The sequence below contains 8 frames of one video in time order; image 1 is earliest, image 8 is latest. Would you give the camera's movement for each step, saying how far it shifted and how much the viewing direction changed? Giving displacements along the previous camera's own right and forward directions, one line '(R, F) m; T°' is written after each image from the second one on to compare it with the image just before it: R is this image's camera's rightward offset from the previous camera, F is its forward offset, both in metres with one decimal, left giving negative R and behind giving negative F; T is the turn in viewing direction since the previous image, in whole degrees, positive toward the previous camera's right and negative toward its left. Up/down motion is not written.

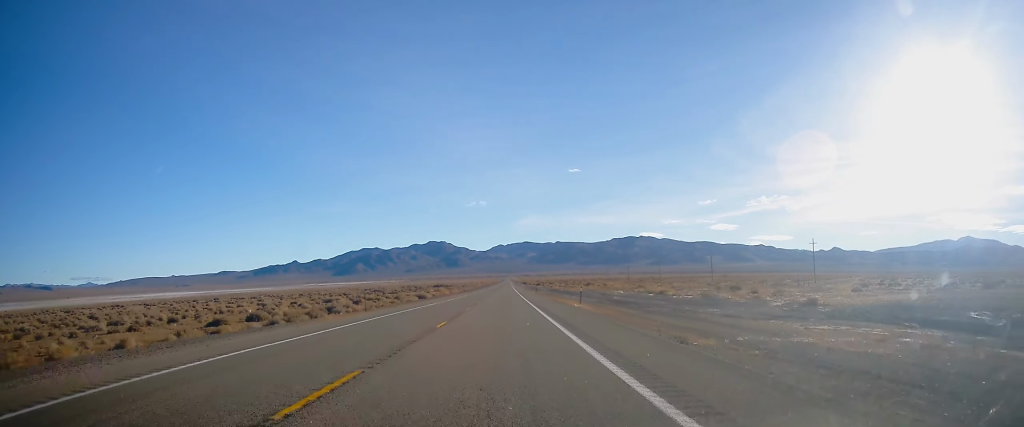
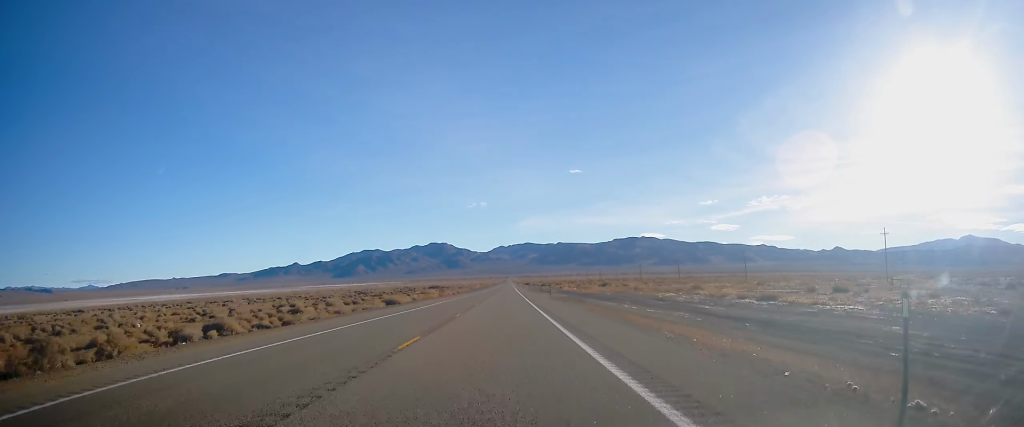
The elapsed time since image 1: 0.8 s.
(0.0, +30.6) m; -1°
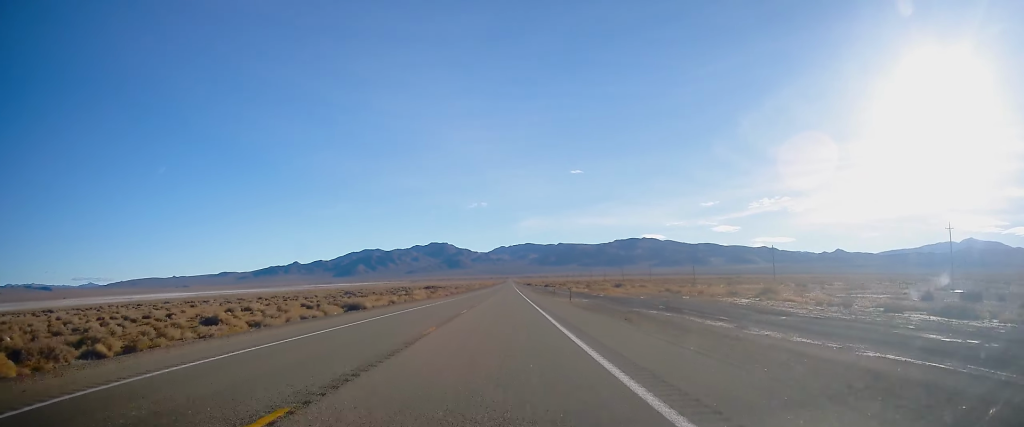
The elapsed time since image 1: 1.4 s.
(-0.2, +20.8) m; 0°
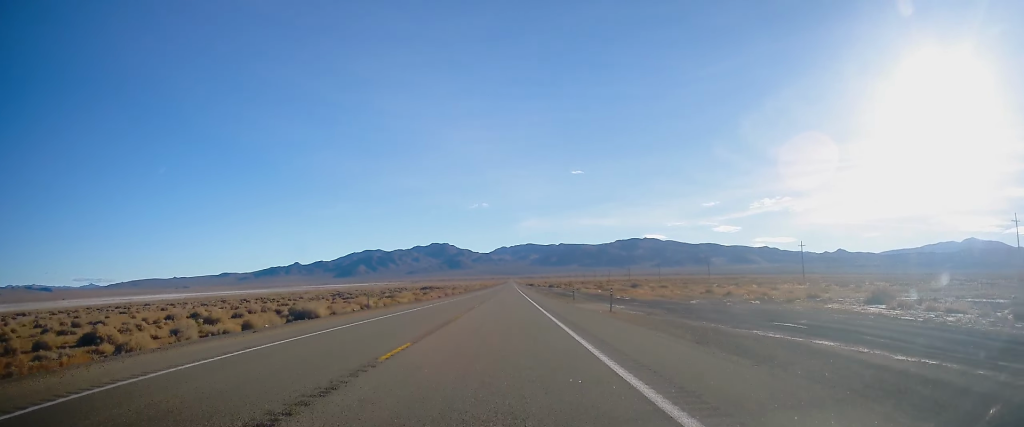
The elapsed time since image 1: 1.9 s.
(0.0, +17.2) m; 0°
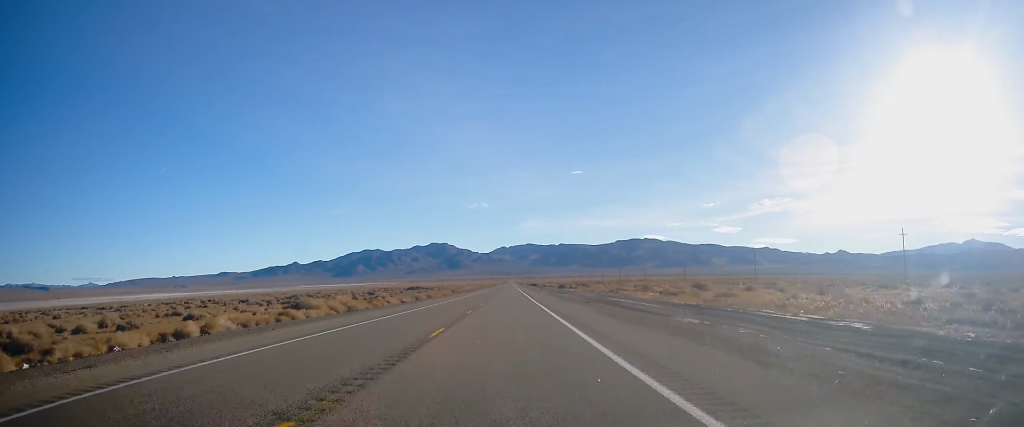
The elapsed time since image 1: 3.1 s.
(0.0, +44.1) m; 0°
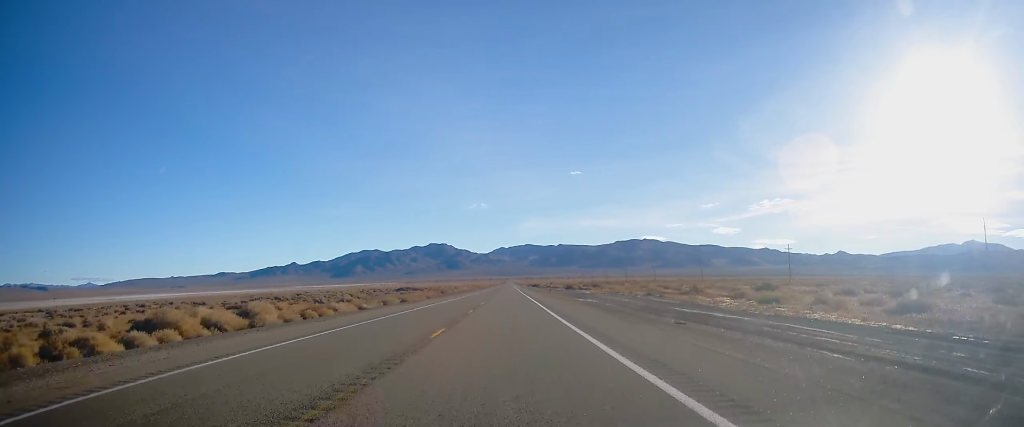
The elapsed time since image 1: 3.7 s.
(-0.1, +24.4) m; 0°
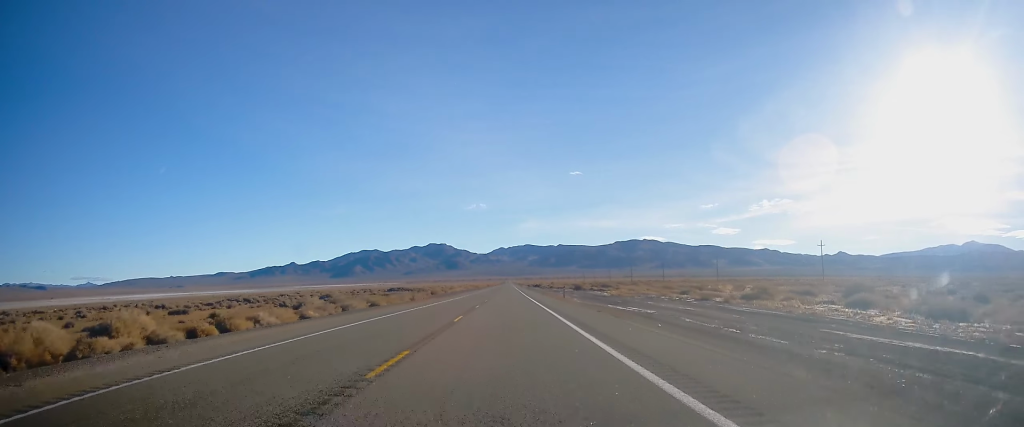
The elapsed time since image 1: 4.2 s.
(+0.2, +18.4) m; 0°
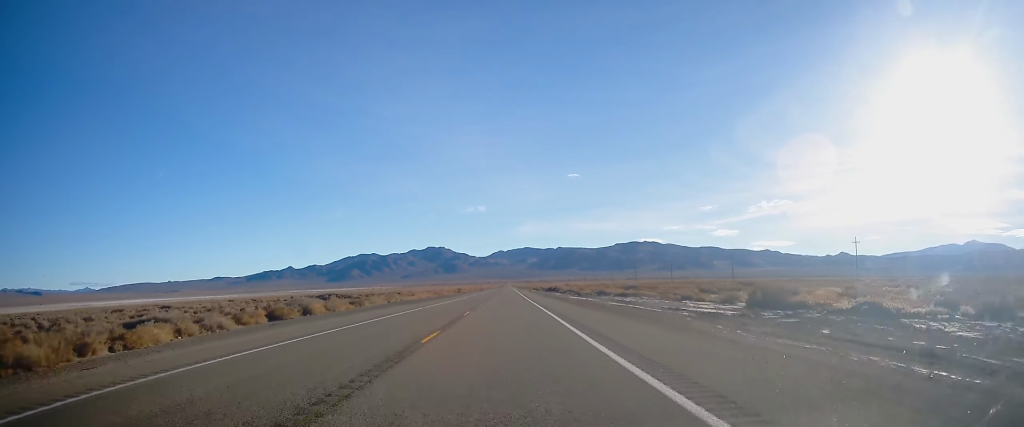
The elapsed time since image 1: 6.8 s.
(+0.2, +93.1) m; 0°
